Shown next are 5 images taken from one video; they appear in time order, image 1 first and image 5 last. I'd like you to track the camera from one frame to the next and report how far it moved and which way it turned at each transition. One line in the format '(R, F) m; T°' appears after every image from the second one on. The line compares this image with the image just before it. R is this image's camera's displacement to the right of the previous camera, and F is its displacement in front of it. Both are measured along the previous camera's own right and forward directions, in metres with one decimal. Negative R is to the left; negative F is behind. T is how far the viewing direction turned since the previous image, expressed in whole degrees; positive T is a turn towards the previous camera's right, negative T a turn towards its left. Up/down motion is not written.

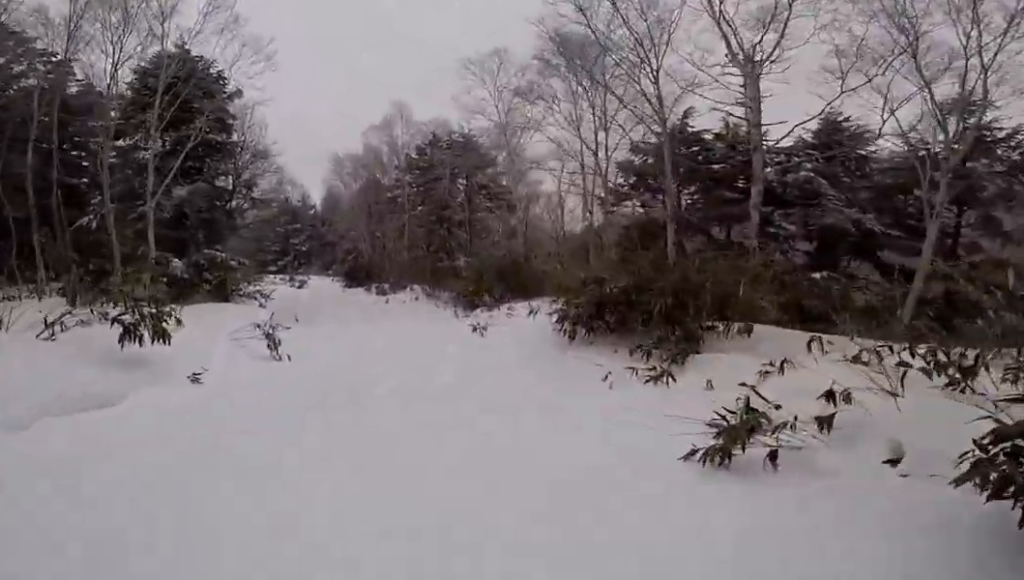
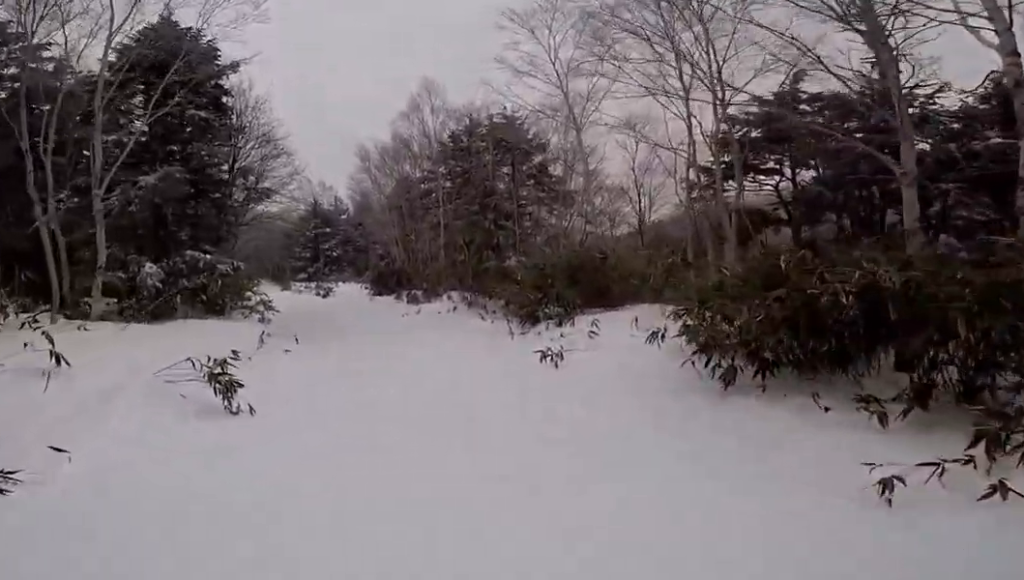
(0.0, +4.4) m; -14°
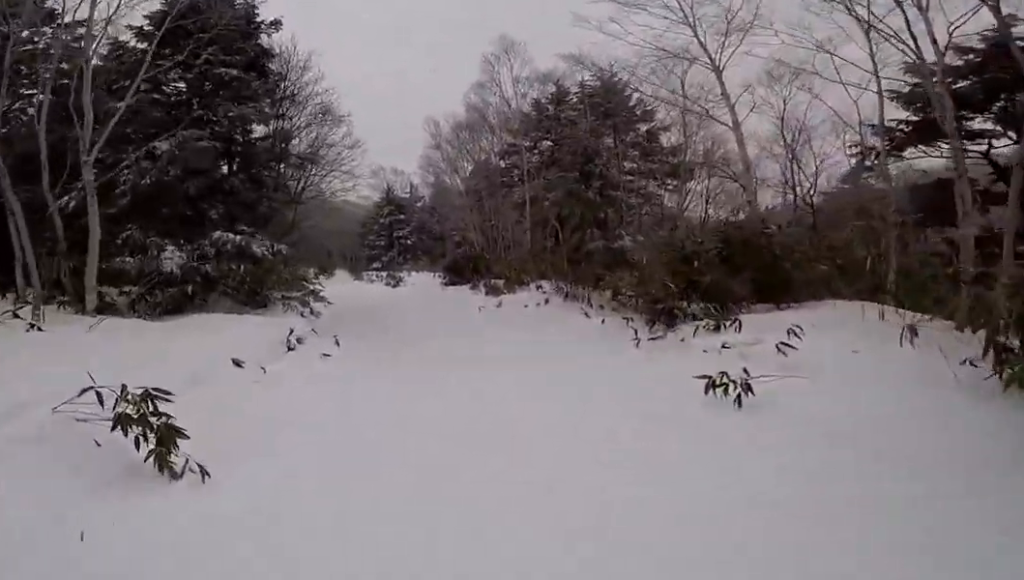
(-0.7, +3.0) m; -6°
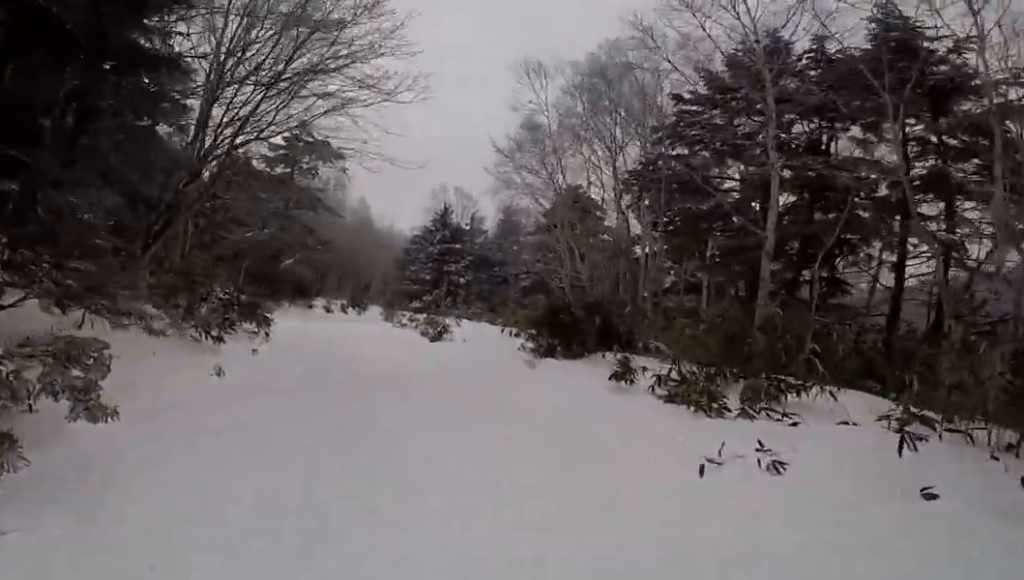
(-0.8, +10.1) m; +2°
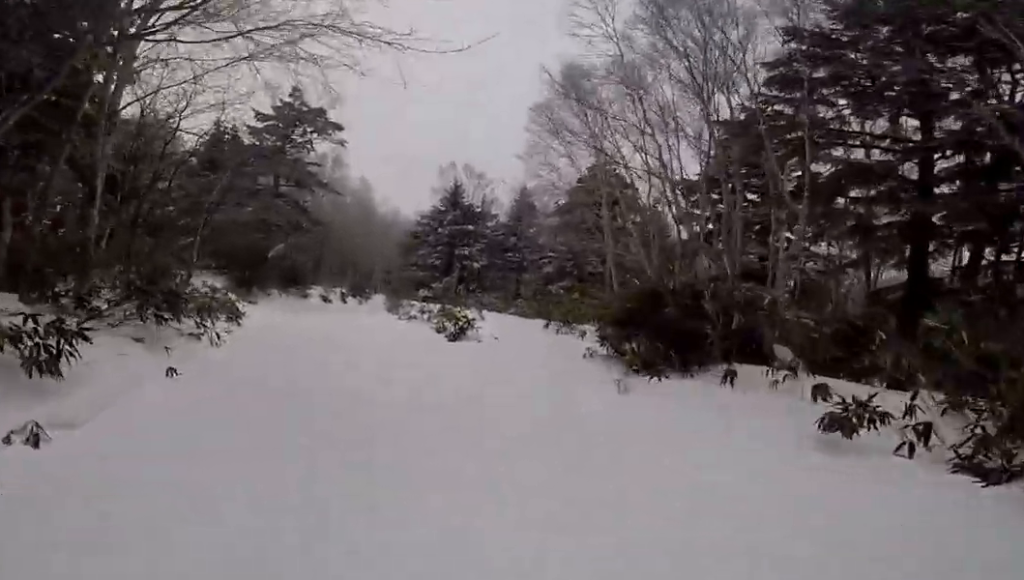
(+0.6, +3.7) m; -3°
